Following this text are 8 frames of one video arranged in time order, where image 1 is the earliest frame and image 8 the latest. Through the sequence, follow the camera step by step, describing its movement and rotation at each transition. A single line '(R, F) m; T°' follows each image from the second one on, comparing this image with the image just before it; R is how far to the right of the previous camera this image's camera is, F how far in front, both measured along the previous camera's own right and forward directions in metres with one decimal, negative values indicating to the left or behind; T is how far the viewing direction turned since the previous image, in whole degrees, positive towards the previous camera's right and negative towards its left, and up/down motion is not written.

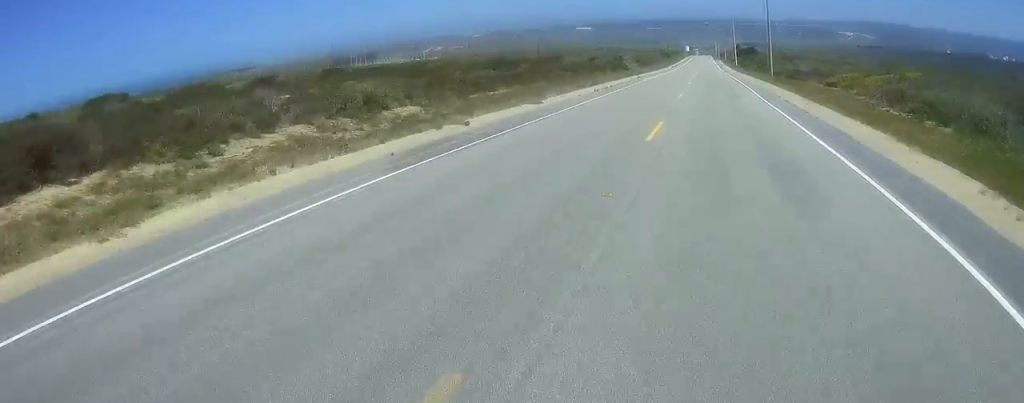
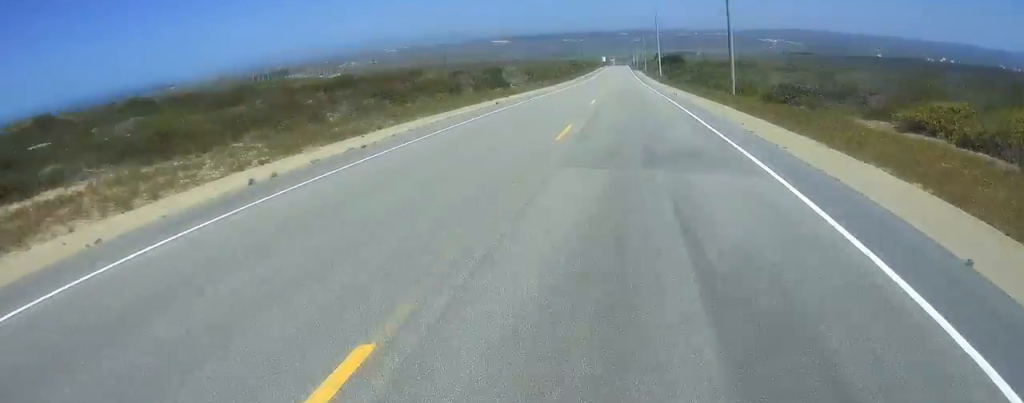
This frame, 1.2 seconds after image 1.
(+0.3, +27.3) m; 0°
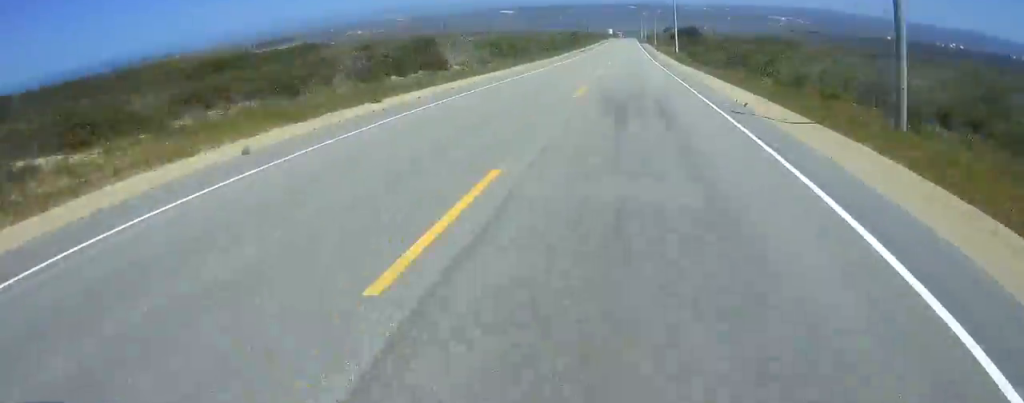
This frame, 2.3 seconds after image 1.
(-0.2, +24.9) m; 0°
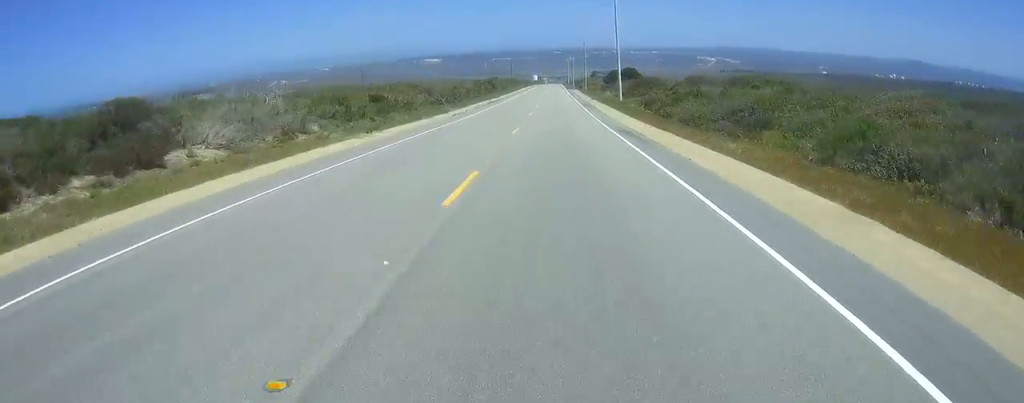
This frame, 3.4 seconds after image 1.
(+0.1, +23.9) m; 0°
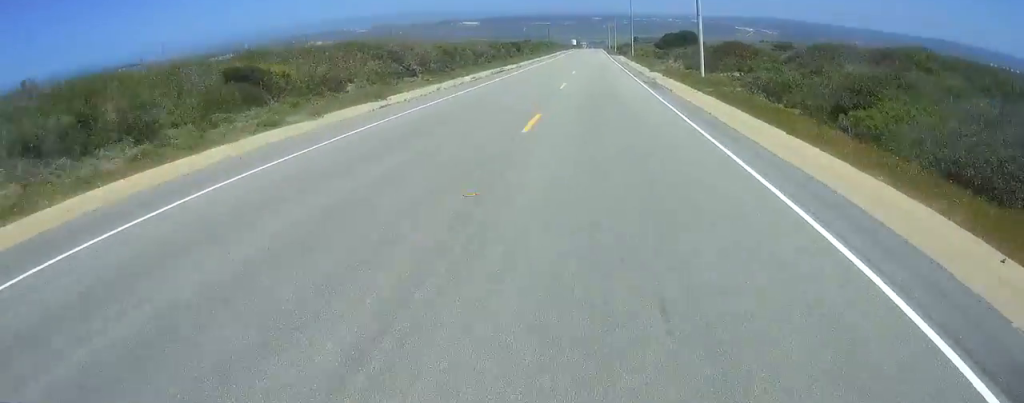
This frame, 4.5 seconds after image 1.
(0.0, +25.5) m; 0°
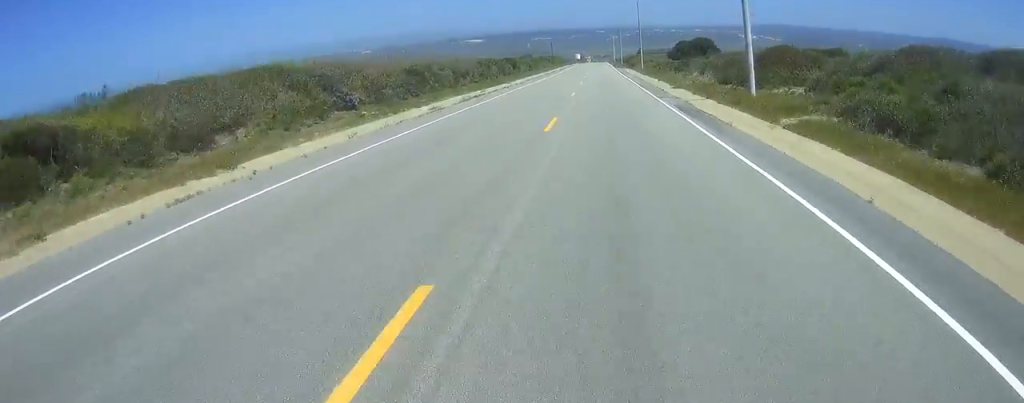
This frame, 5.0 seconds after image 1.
(-0.1, +11.9) m; 0°
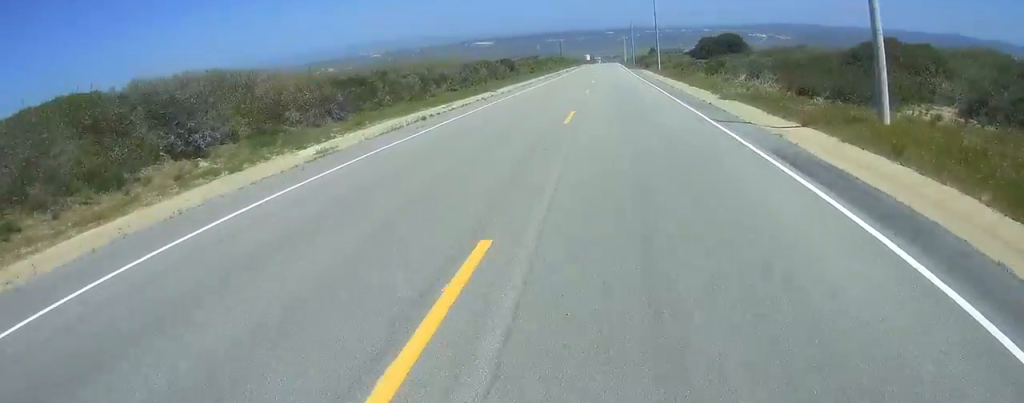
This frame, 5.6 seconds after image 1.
(0.0, +13.3) m; 0°
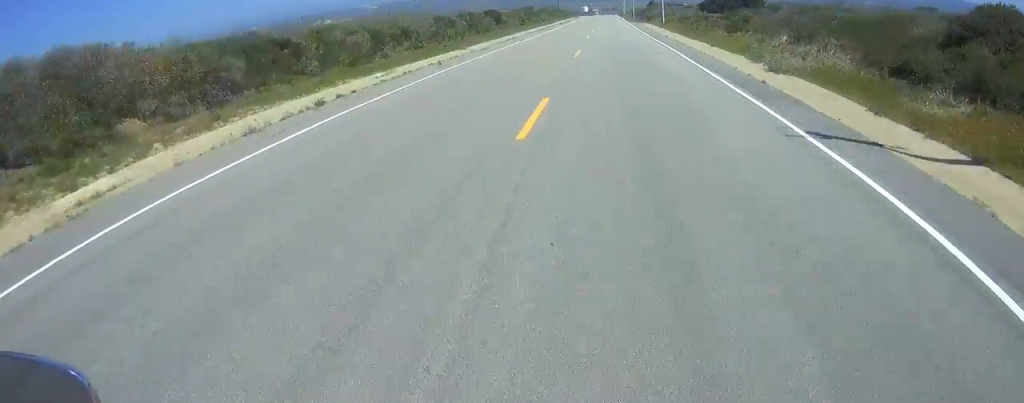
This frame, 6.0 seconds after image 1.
(-0.1, +8.7) m; 0°
